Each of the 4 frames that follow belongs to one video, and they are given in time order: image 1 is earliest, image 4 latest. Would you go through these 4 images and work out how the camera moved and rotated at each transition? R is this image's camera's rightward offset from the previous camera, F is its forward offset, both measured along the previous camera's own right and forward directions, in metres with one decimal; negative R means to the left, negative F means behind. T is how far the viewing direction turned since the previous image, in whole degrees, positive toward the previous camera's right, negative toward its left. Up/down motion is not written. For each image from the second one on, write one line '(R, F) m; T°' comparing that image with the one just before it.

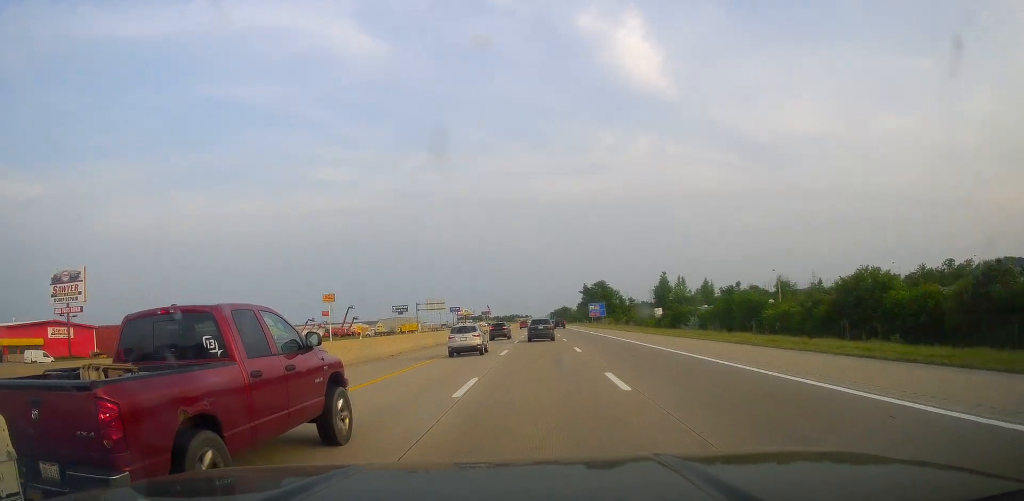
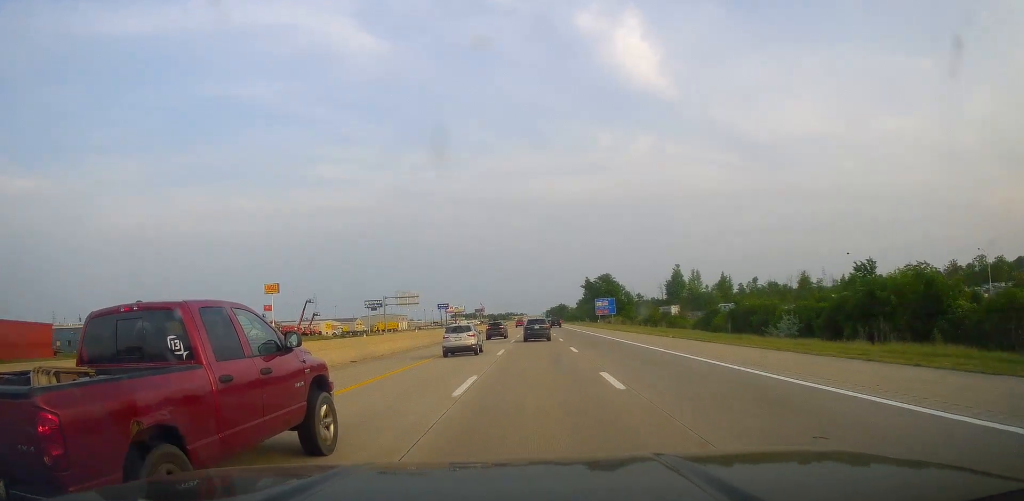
(0.0, +30.4) m; 0°
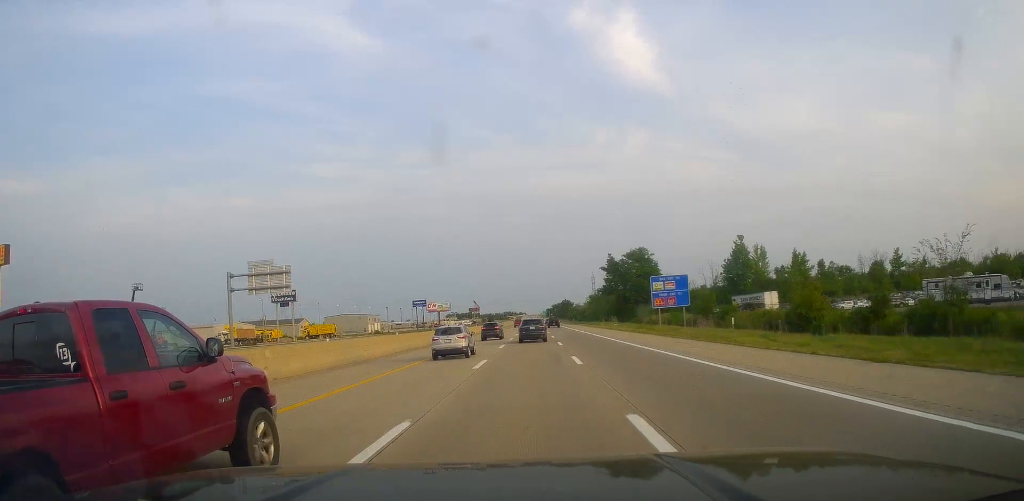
(0.0, +68.7) m; 0°
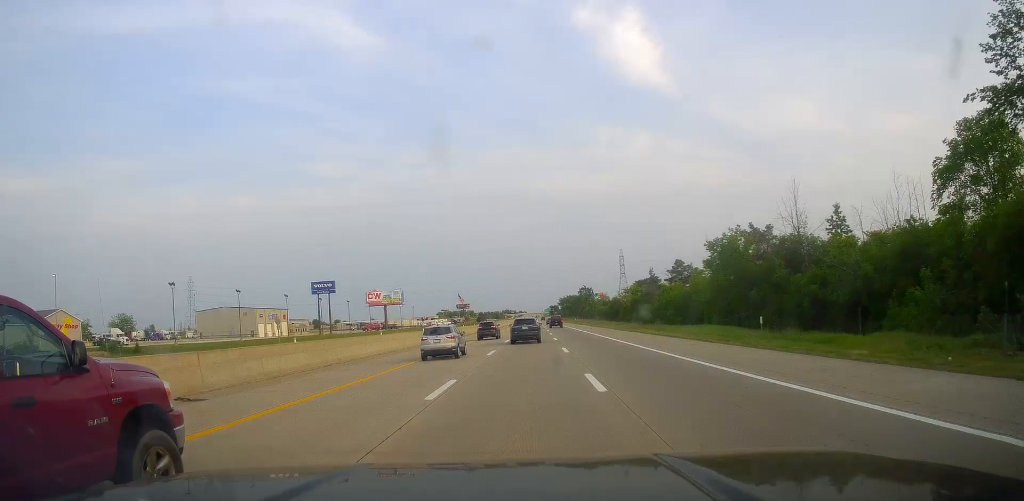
(+1.6, +130.8) m; 0°
